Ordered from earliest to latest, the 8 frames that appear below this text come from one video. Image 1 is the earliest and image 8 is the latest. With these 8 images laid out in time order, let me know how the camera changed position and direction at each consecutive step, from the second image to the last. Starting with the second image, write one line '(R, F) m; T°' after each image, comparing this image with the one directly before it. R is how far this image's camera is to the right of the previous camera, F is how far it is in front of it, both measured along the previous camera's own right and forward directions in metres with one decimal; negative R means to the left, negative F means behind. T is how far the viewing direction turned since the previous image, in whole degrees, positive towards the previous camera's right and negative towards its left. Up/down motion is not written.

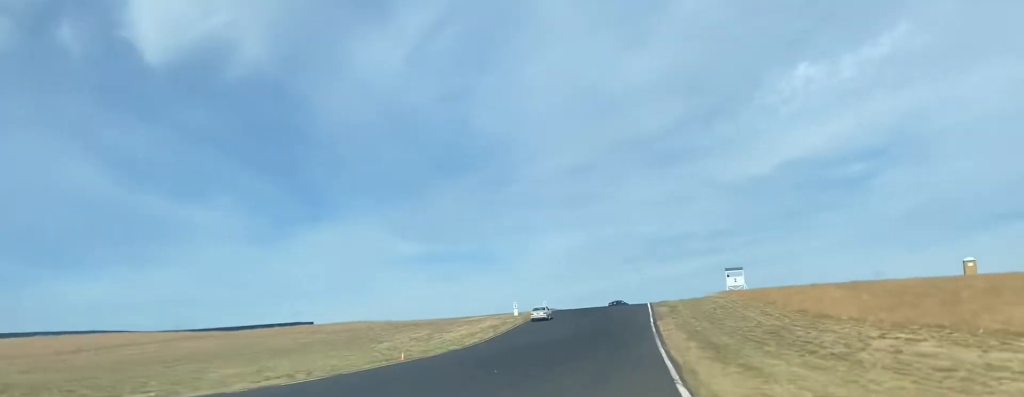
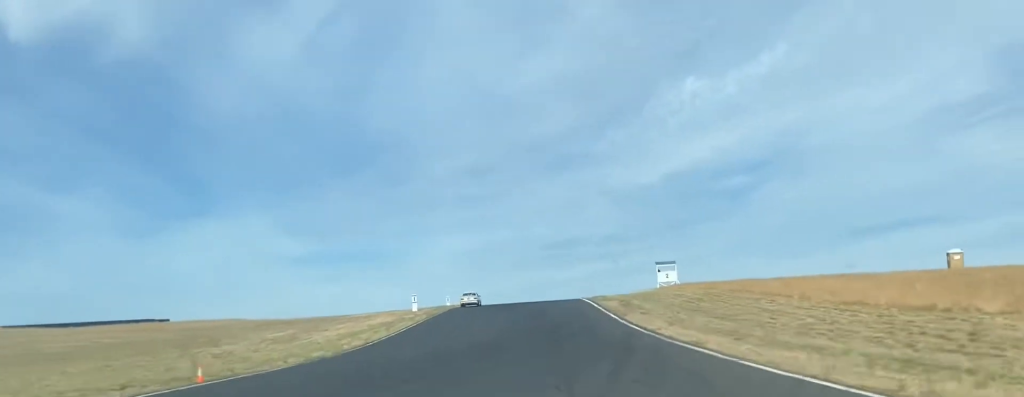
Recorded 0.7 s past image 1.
(+0.7, +19.3) m; +6°
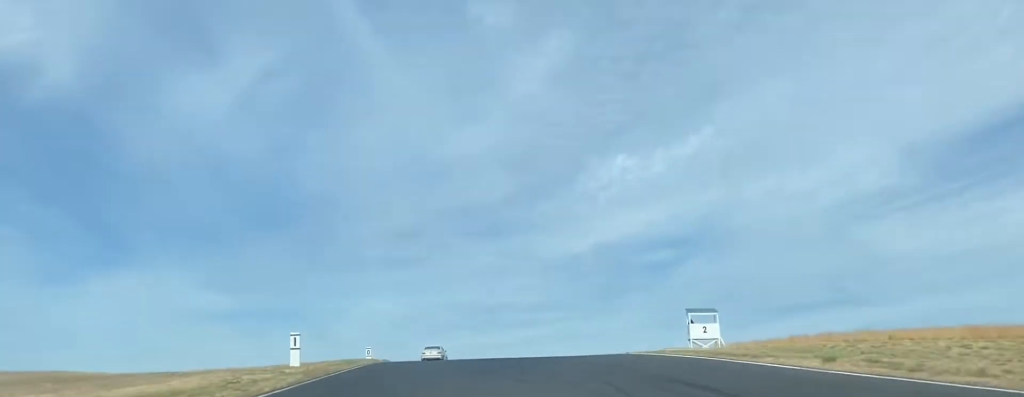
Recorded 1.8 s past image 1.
(+2.0, +33.4) m; +3°
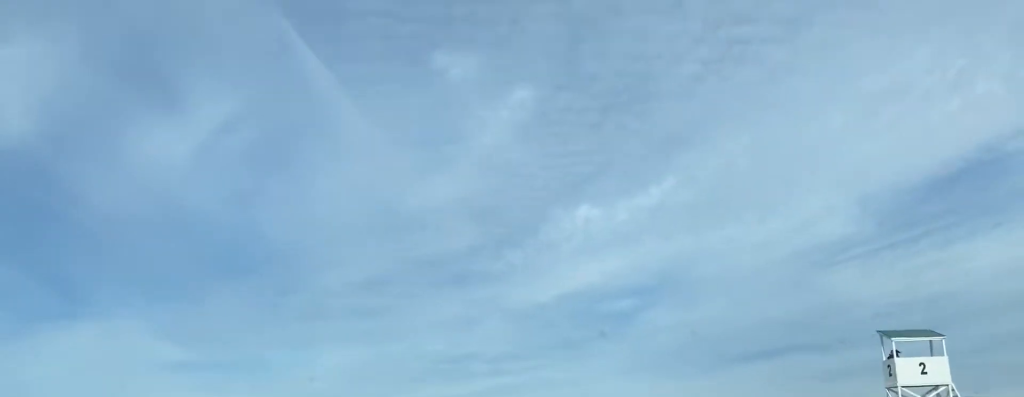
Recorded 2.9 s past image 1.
(-0.4, +30.9) m; -1°
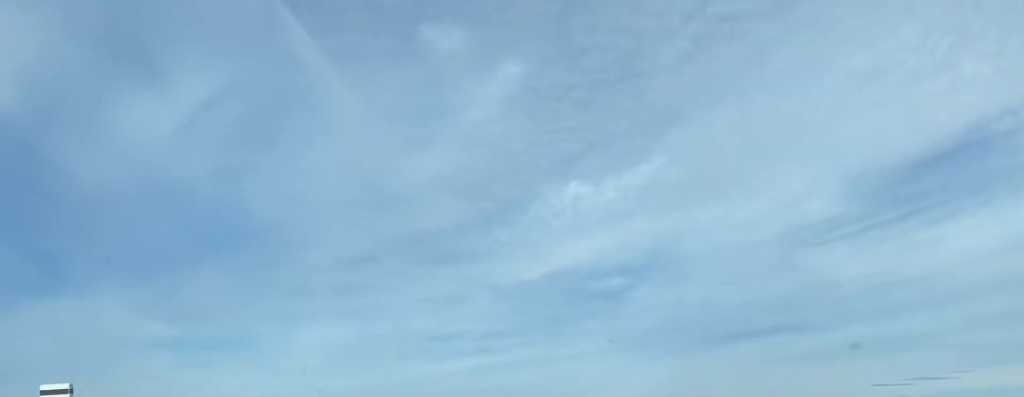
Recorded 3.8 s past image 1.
(0.0, +23.9) m; +2°
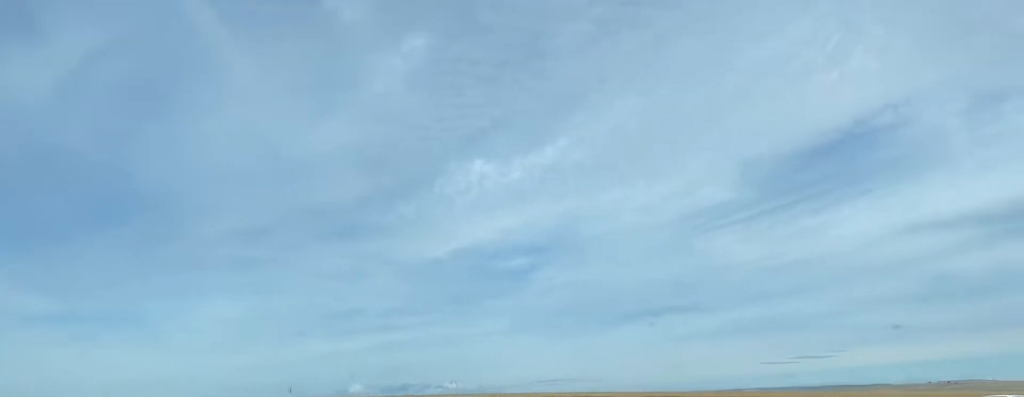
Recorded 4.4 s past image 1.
(-0.4, +14.1) m; +7°
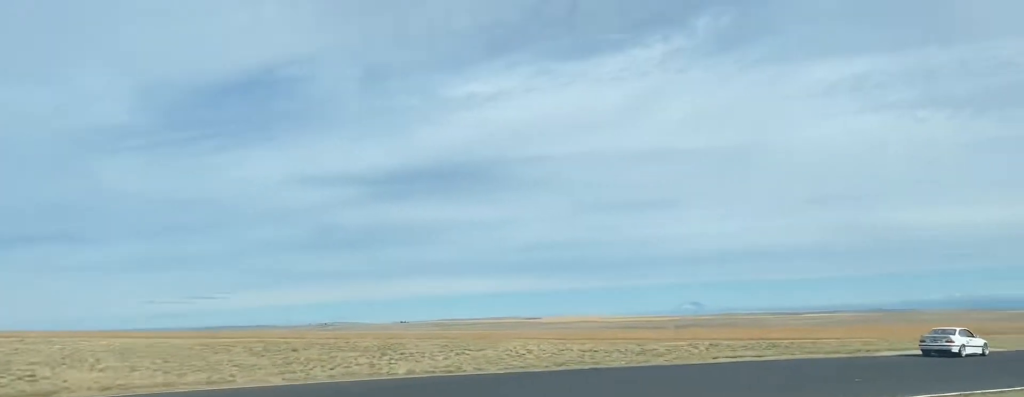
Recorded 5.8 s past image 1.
(+6.6, +26.1) m; +46°
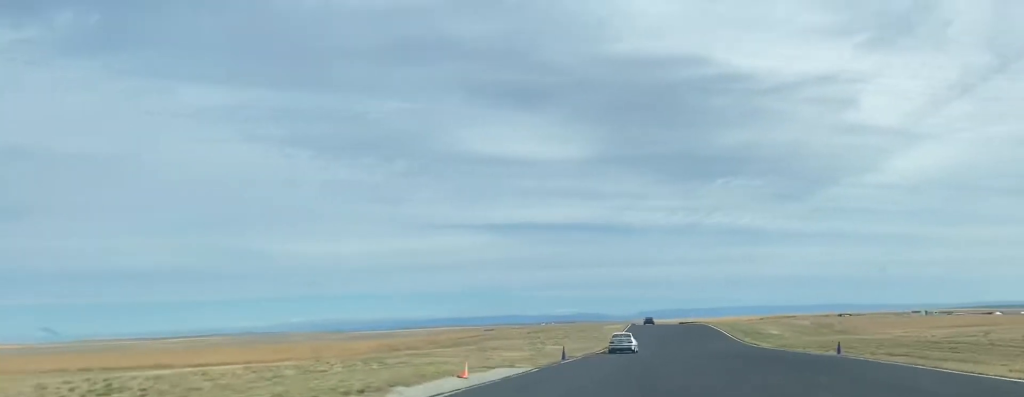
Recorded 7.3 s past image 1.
(+16.4, +27.4) m; +46°
